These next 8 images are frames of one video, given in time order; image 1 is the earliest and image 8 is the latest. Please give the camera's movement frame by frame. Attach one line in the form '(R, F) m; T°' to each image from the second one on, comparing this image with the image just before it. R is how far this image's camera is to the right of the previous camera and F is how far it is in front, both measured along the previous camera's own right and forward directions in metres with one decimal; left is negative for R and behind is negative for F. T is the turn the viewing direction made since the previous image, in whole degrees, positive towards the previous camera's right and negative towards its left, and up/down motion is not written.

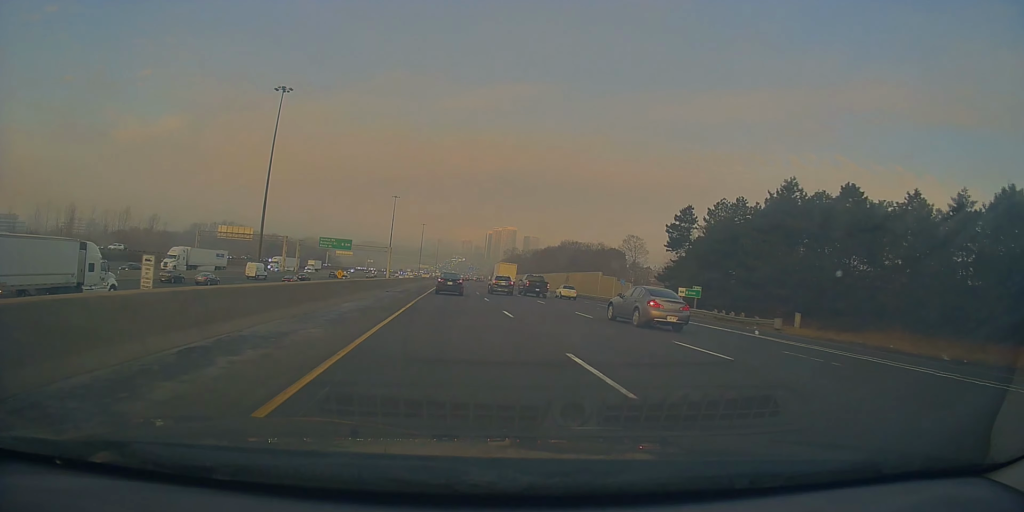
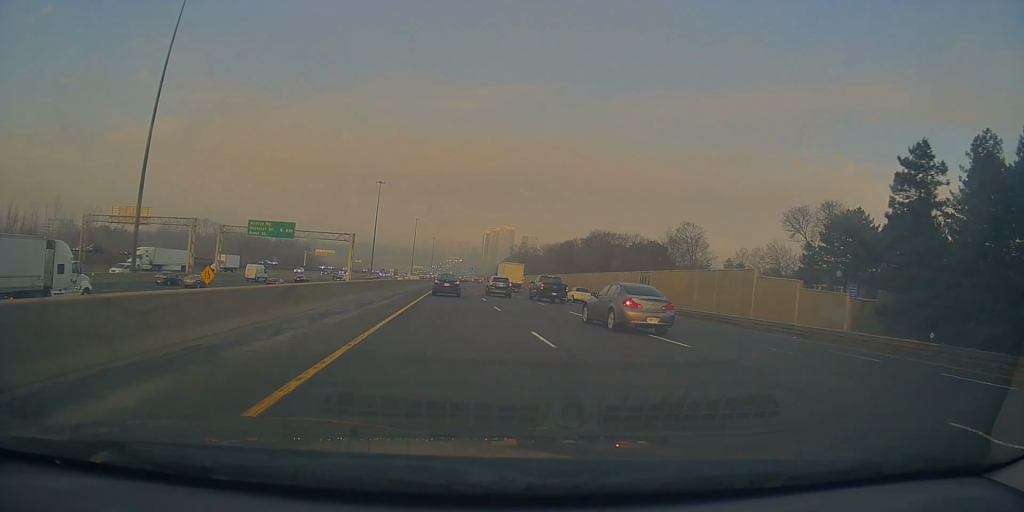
(-0.1, +44.7) m; 0°
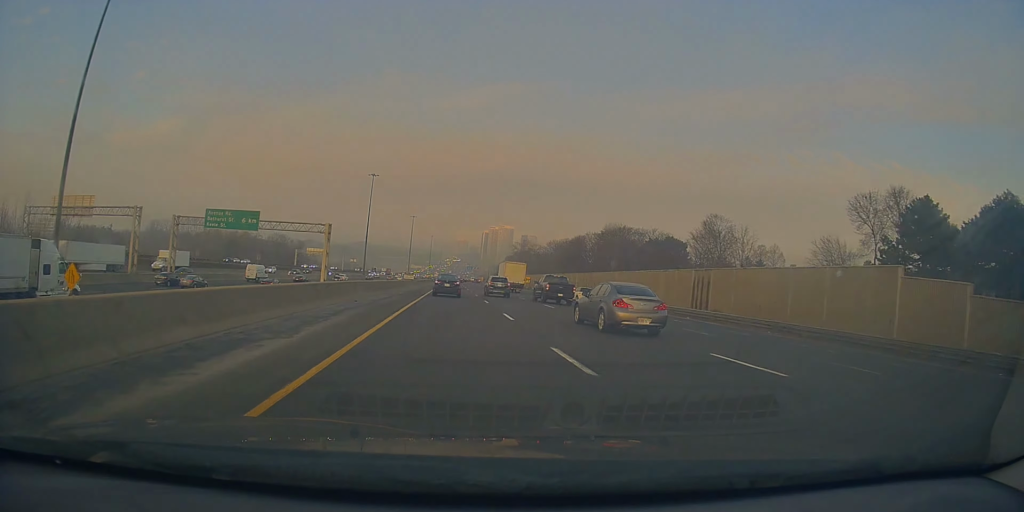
(0.0, +15.5) m; 0°
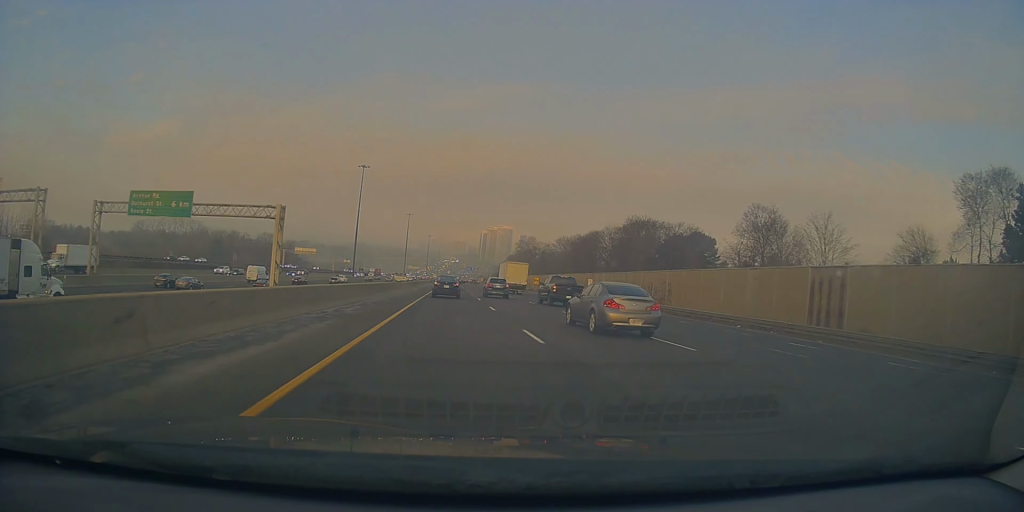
(0.0, +18.2) m; +1°
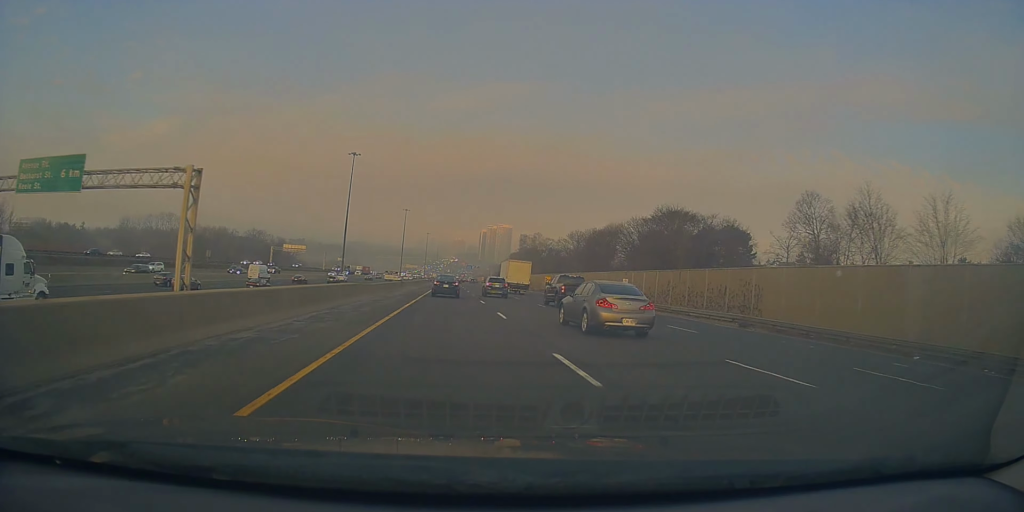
(0.0, +17.2) m; +1°
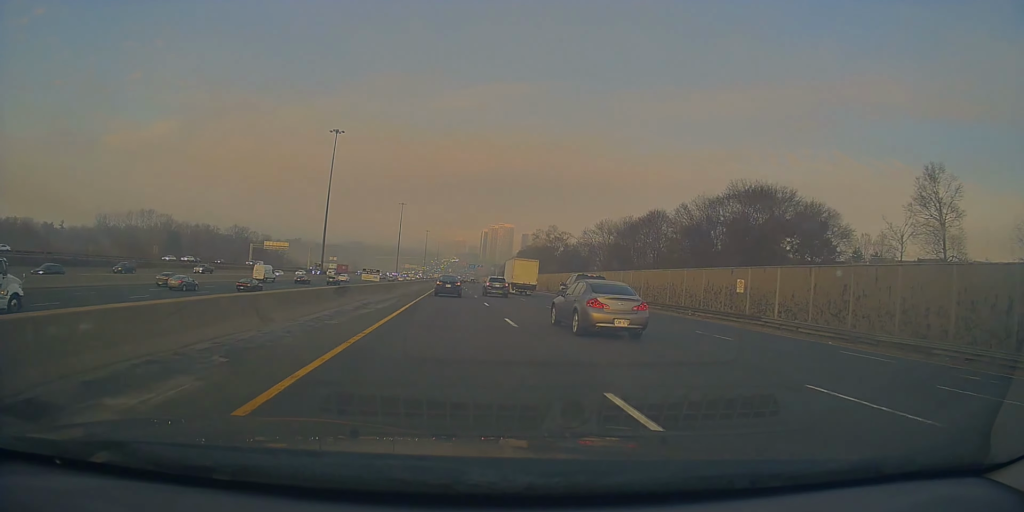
(+0.4, +27.0) m; +1°
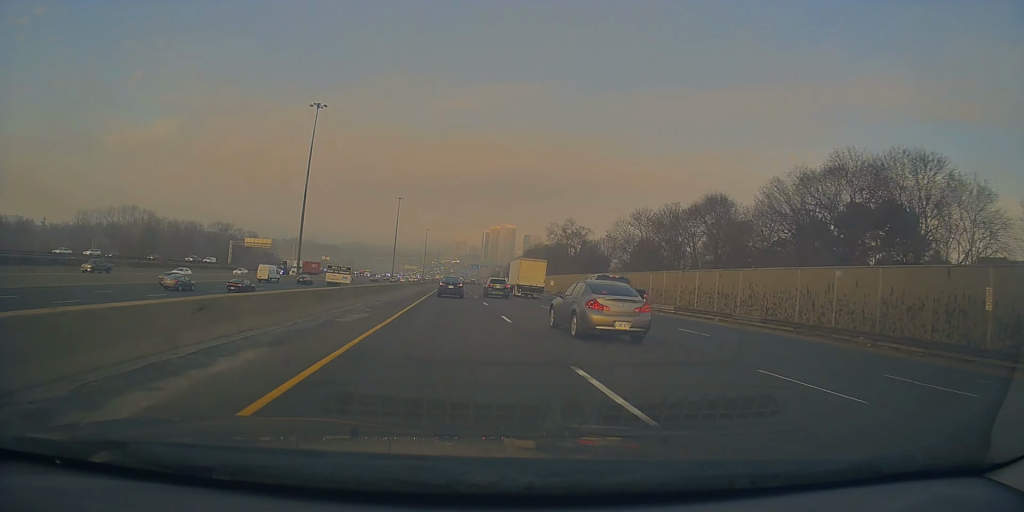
(0.0, +21.9) m; -1°
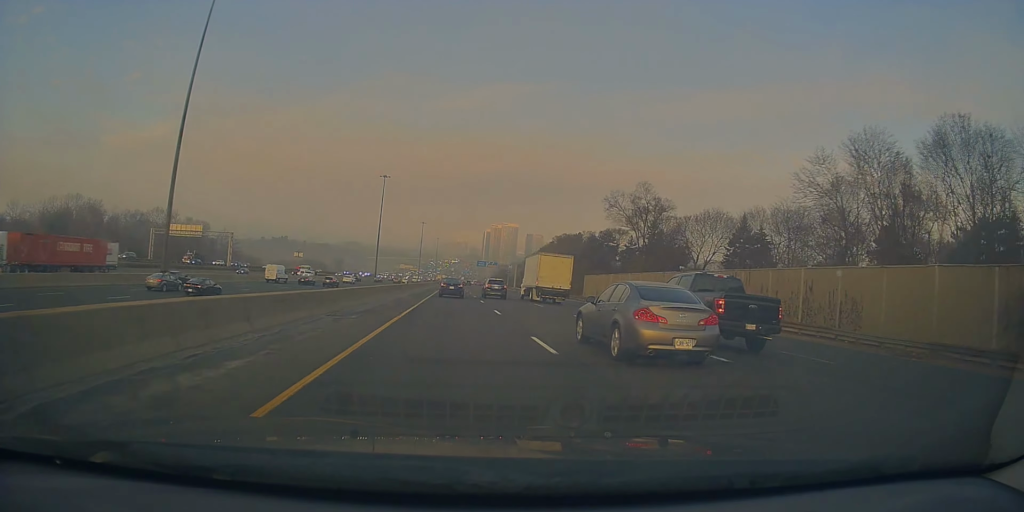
(-0.9, +55.4) m; -1°
